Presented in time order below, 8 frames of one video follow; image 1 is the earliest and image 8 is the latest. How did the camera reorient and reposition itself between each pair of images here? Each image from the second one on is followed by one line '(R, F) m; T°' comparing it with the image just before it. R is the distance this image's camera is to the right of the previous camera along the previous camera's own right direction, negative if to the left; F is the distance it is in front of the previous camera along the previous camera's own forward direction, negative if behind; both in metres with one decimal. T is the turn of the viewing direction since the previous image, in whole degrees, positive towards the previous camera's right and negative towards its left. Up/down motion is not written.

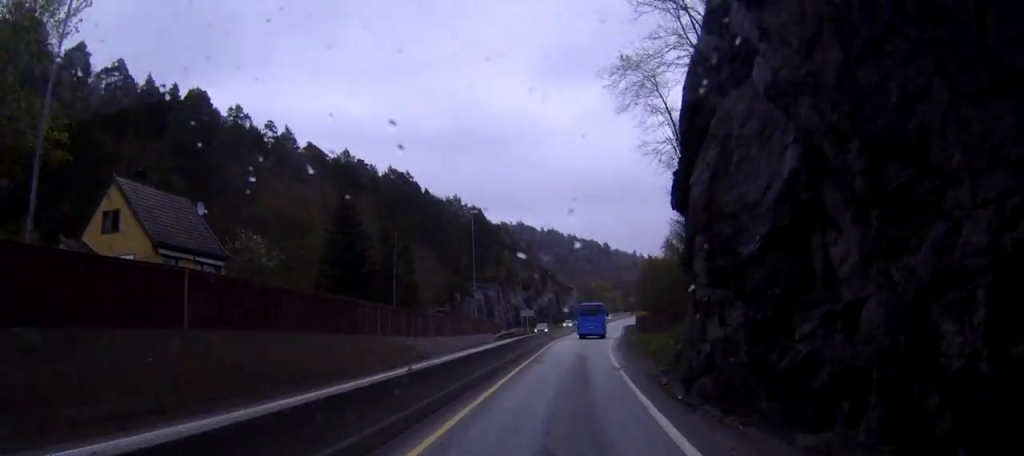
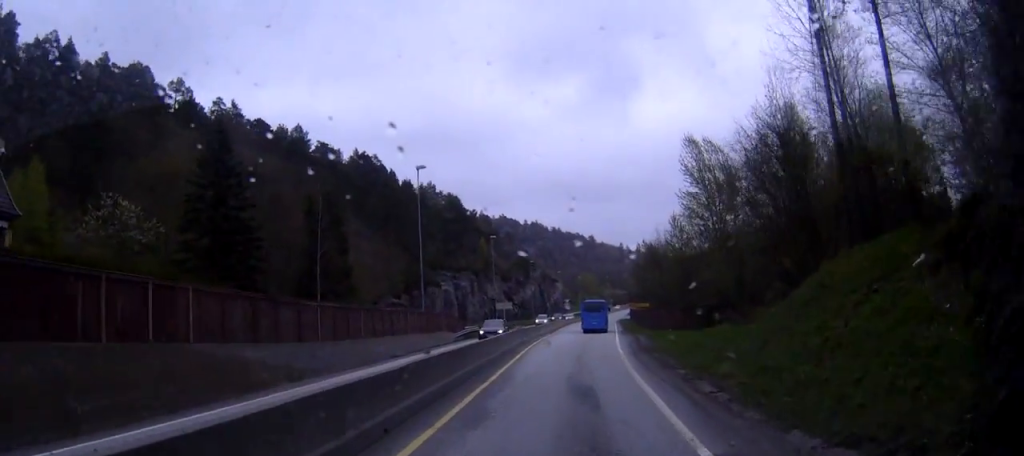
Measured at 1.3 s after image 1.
(+0.4, +20.1) m; +2°
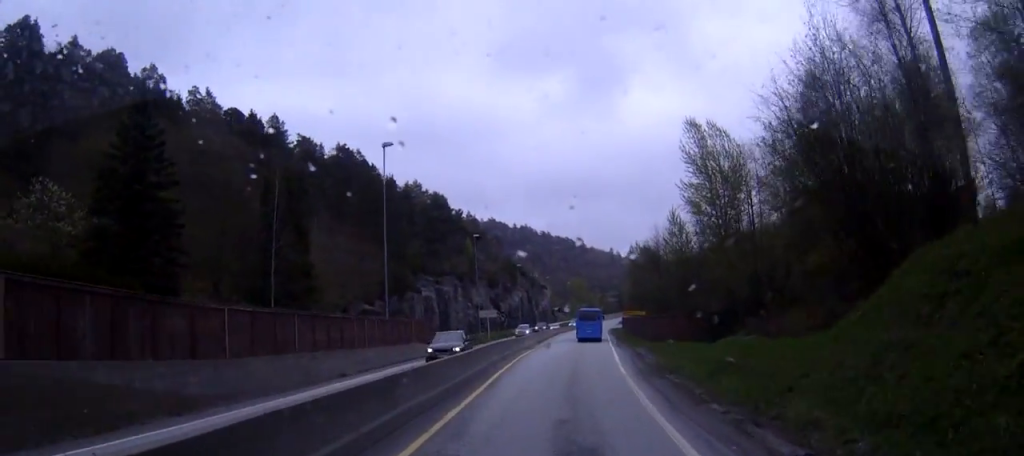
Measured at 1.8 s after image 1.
(0.0, +7.5) m; 0°
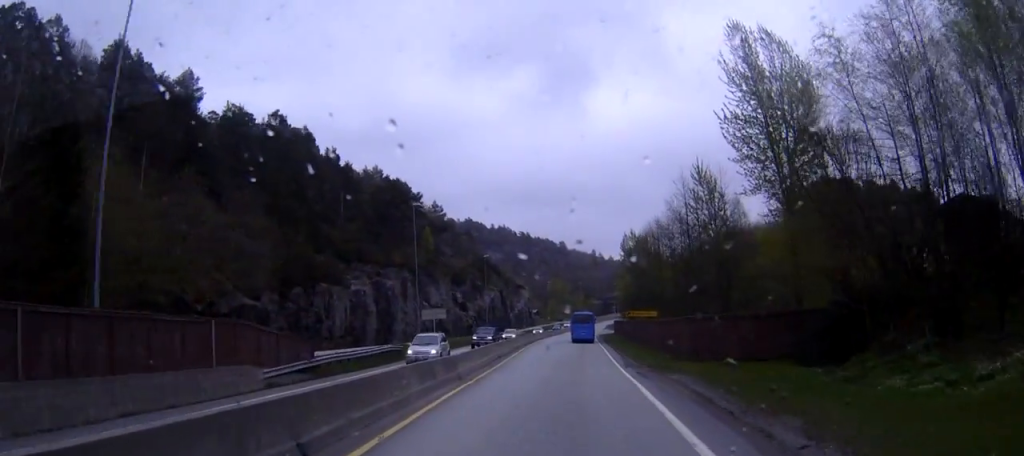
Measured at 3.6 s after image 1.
(+0.5, +26.6) m; +3°
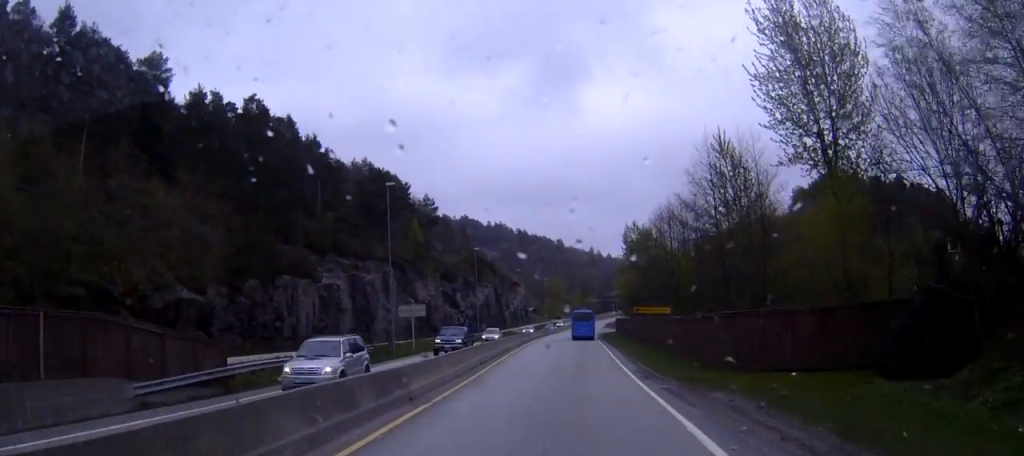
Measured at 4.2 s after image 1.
(+0.2, +8.8) m; 0°
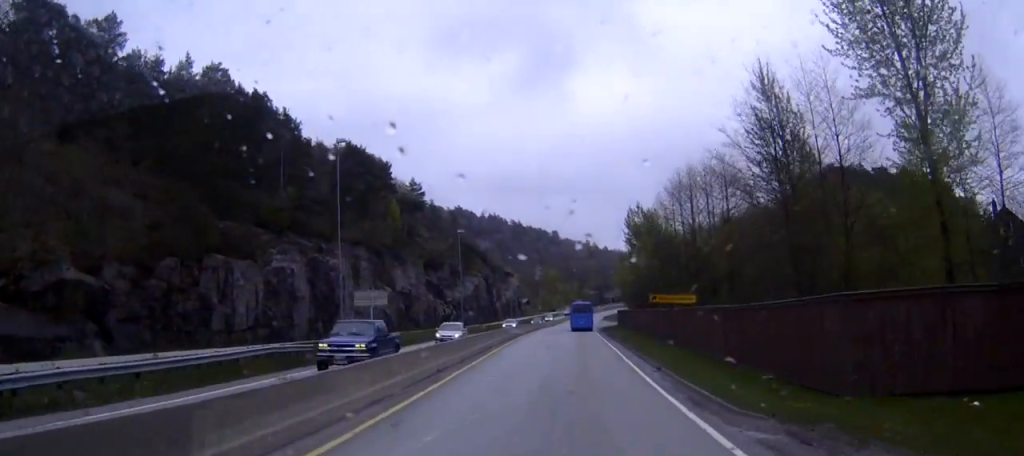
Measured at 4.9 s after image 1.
(+0.1, +11.5) m; 0°
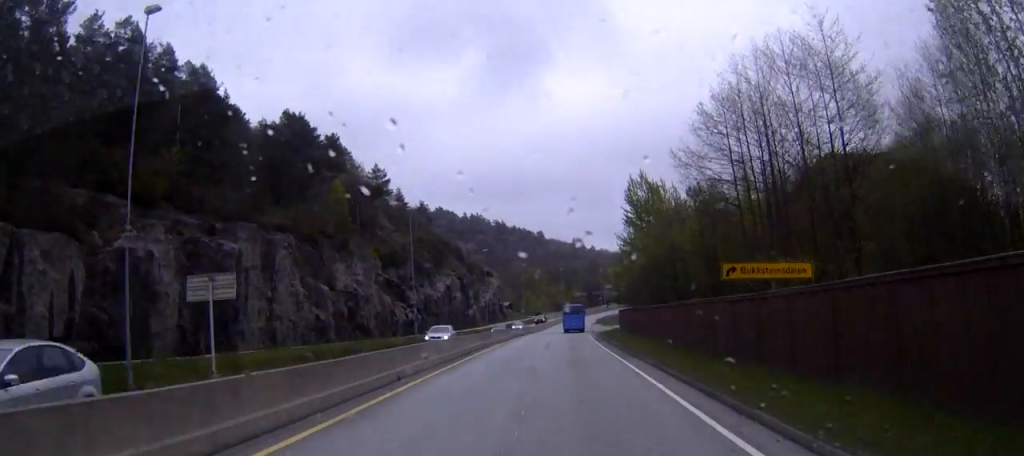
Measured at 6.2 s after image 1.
(-0.1, +21.0) m; 0°
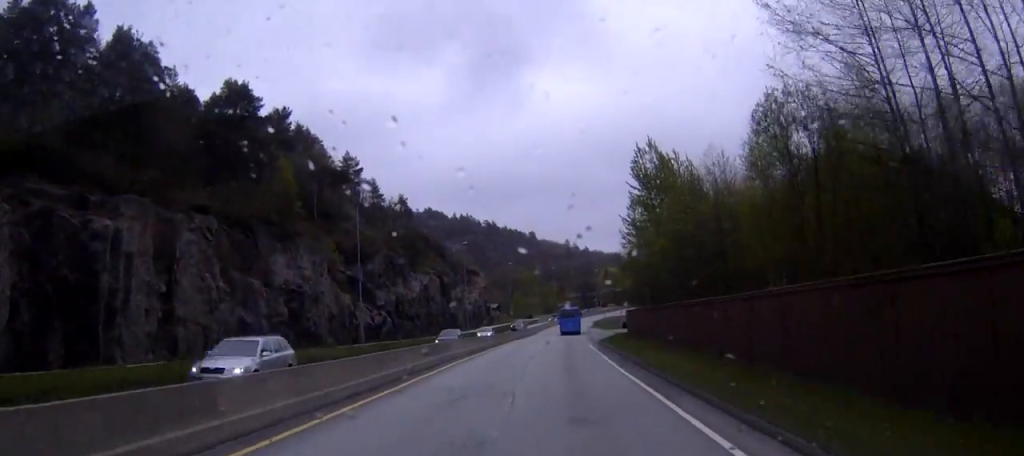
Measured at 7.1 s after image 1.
(+0.1, +15.4) m; 0°
